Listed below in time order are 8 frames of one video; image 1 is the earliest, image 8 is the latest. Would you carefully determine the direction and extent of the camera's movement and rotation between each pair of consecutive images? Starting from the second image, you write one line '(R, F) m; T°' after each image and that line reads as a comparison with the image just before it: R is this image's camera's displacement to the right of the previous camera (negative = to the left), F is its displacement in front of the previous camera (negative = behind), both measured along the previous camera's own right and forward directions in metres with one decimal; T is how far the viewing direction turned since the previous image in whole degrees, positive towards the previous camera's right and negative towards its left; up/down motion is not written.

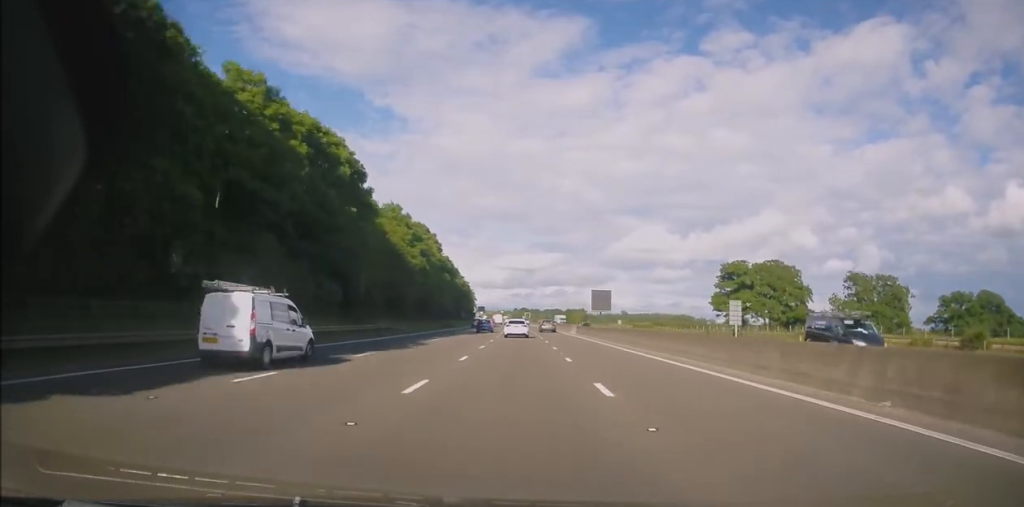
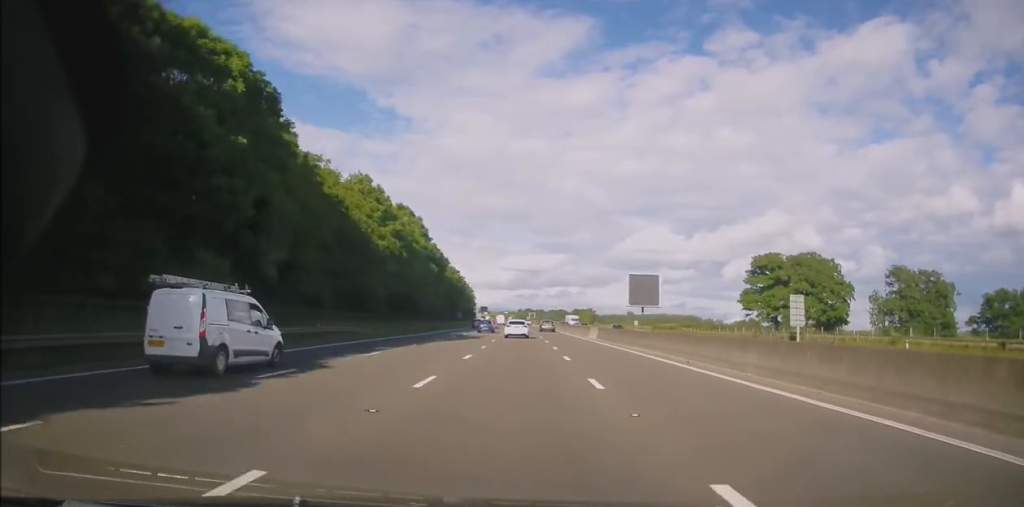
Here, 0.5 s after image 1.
(-0.1, +16.6) m; 0°
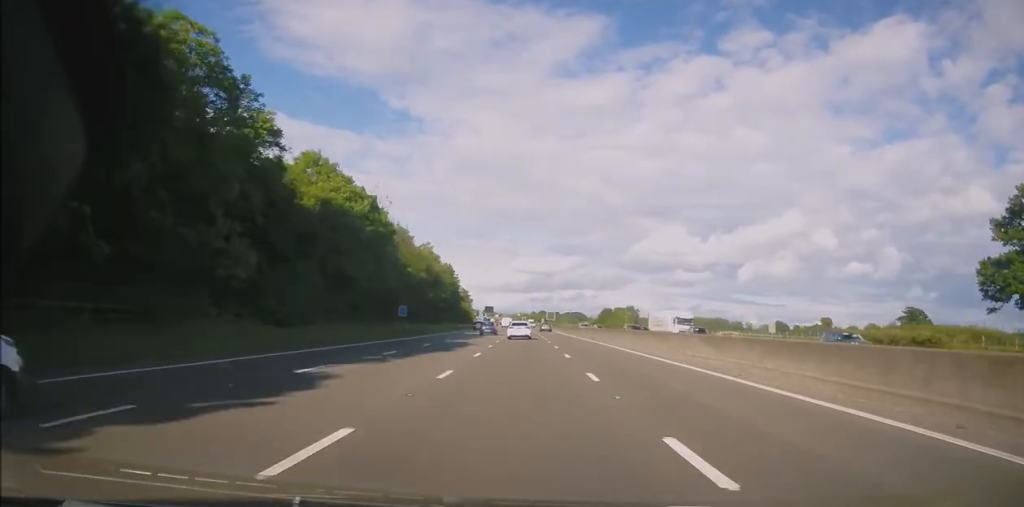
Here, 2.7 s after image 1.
(+0.1, +68.3) m; -1°
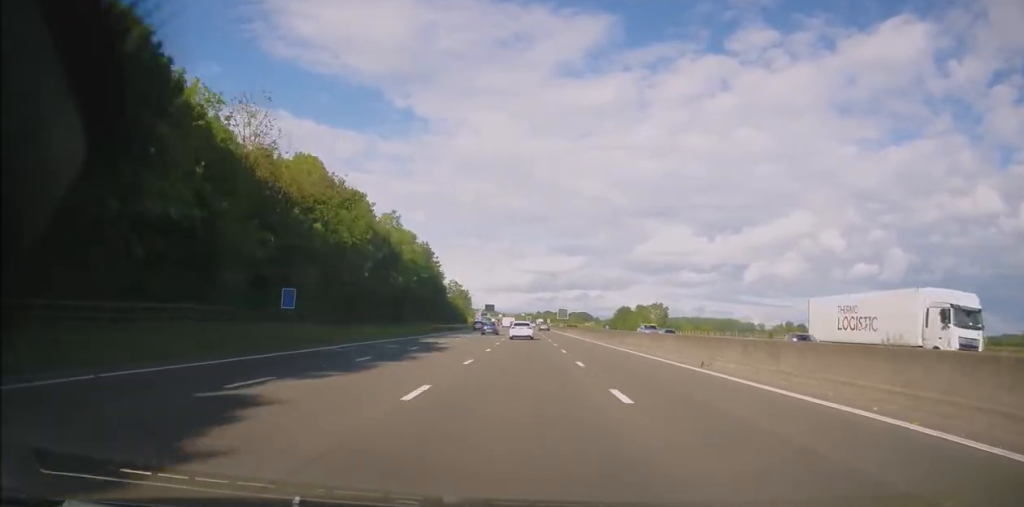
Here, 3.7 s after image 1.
(-0.4, +30.2) m; -1°
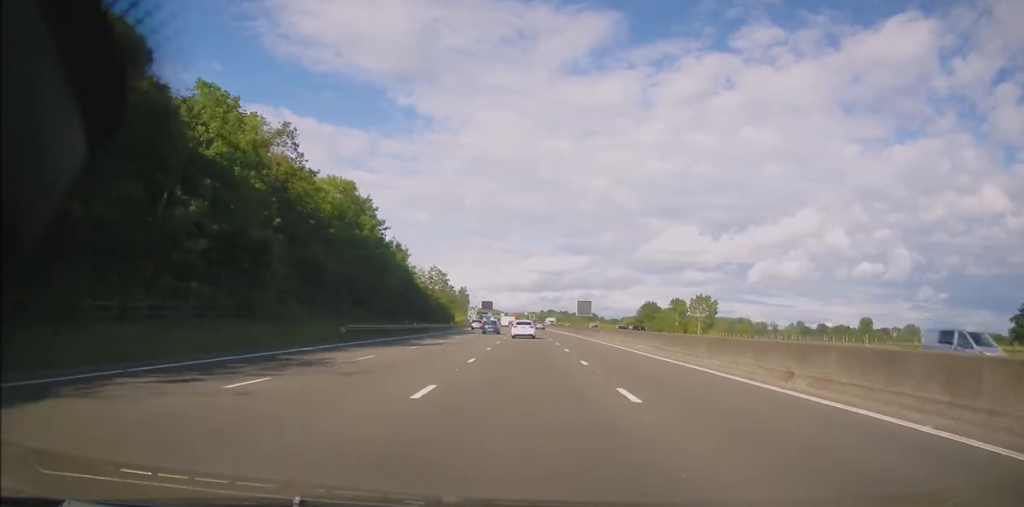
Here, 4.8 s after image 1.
(-0.2, +35.6) m; 0°
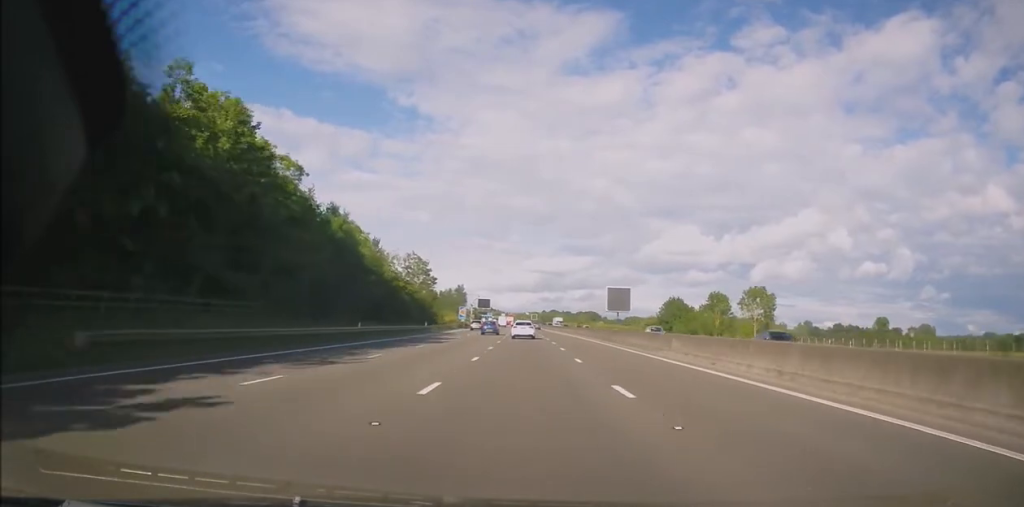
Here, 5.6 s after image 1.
(0.0, +25.2) m; 0°
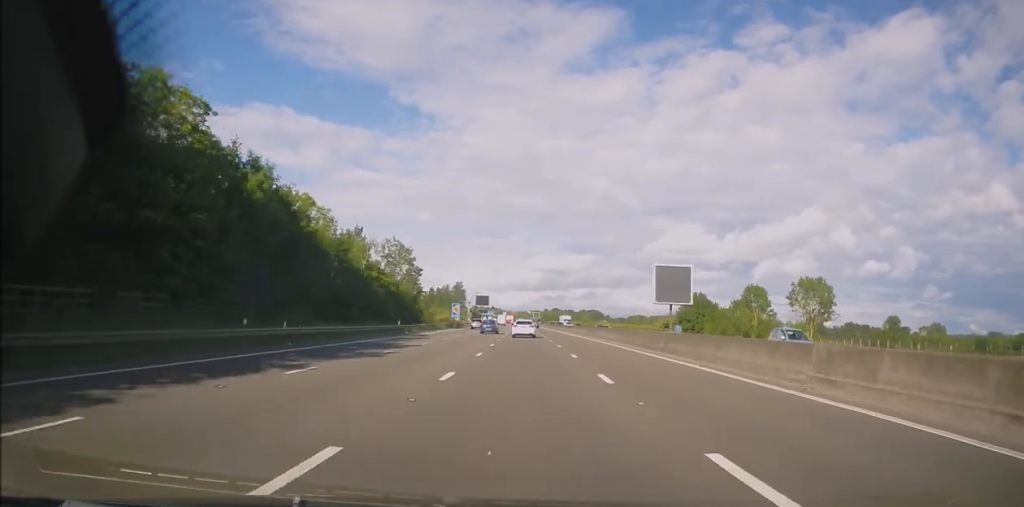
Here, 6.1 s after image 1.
(0.0, +15.7) m; 0°
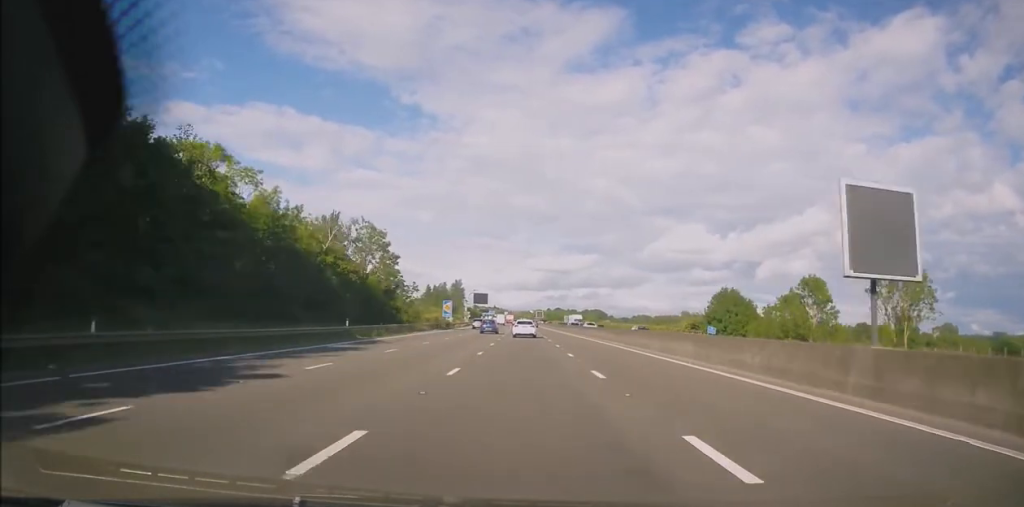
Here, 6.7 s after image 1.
(0.0, +16.8) m; 0°
